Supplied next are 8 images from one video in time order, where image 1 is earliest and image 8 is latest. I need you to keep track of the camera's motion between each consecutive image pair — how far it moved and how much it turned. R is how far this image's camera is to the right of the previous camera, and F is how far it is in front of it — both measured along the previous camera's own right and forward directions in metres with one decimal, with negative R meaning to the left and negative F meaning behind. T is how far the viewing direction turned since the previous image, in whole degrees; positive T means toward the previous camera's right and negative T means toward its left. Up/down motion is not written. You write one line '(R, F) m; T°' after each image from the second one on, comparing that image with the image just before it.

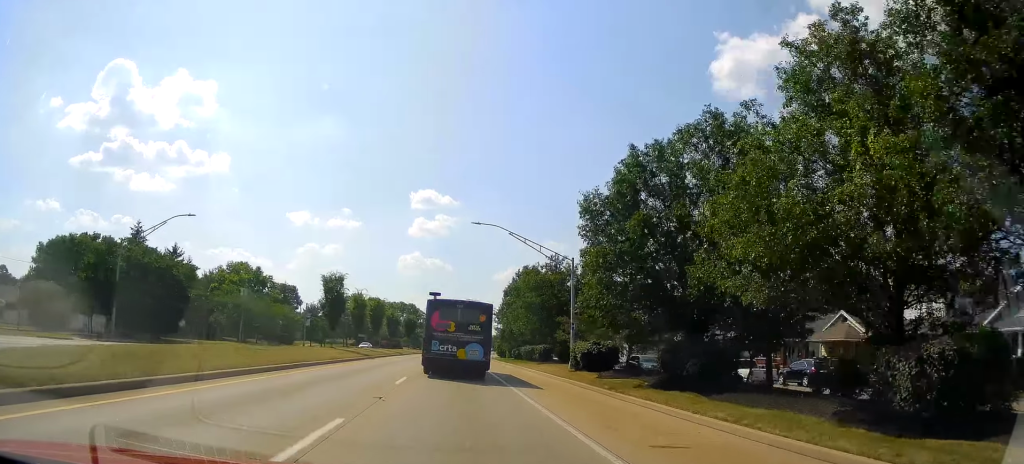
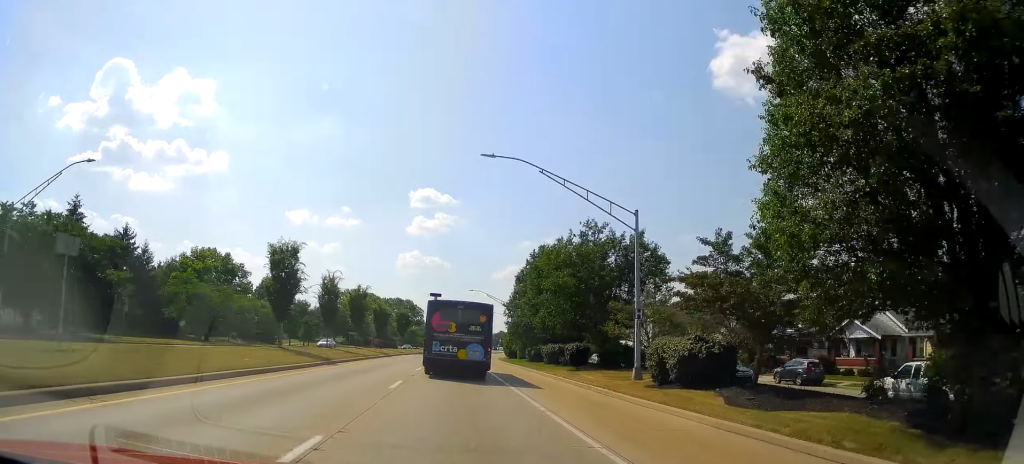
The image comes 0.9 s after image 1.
(+0.2, +14.1) m; +1°
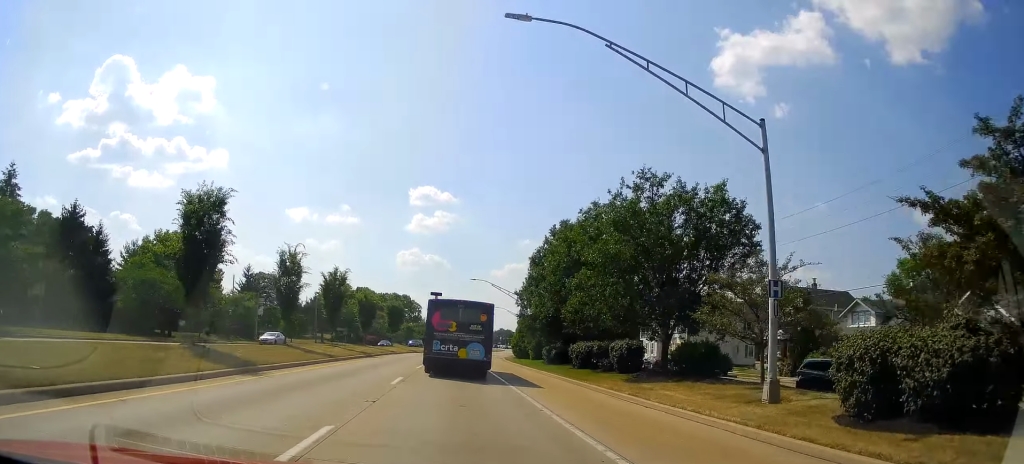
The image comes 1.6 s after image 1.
(+0.1, +11.3) m; +1°
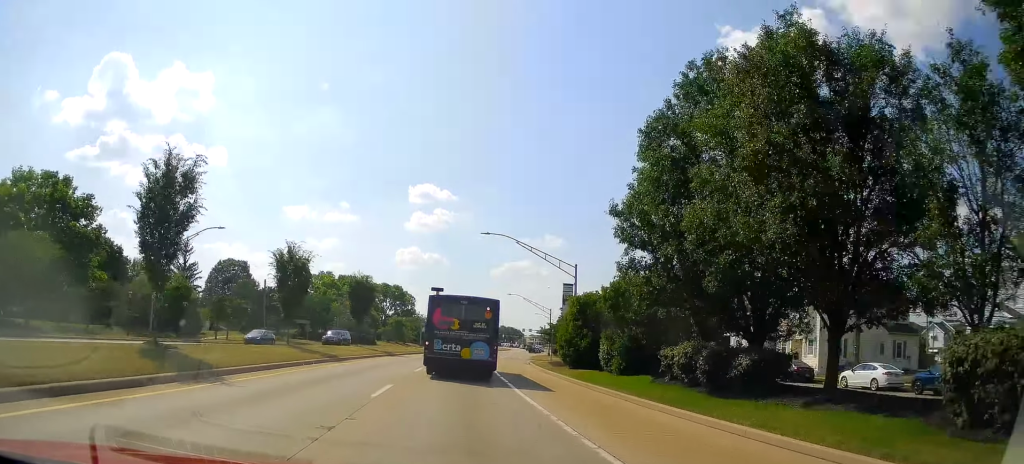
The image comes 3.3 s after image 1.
(0.0, +27.6) m; 0°
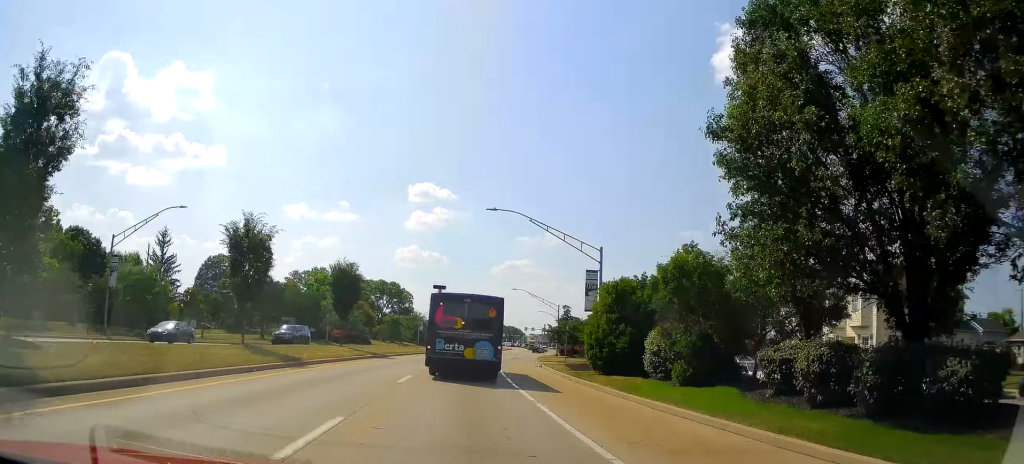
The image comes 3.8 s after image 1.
(-0.1, +6.9) m; 0°
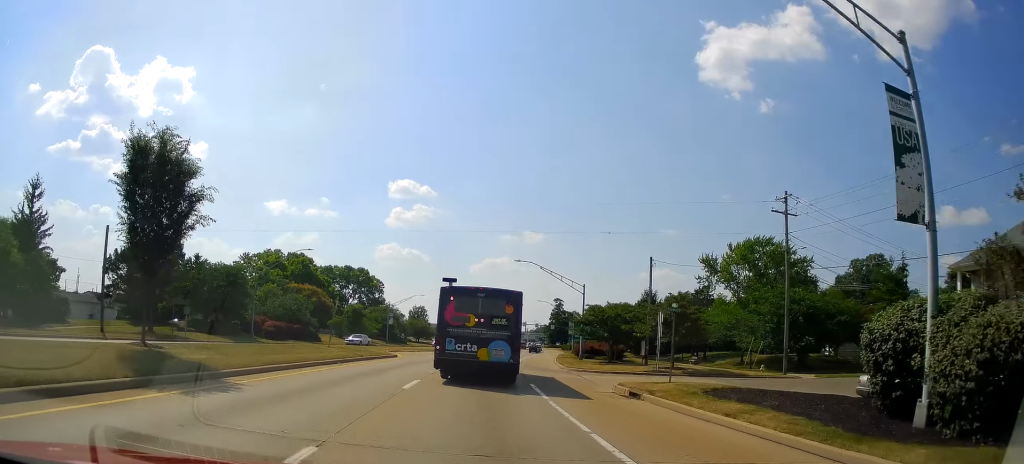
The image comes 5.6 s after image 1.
(+0.1, +25.6) m; +2°
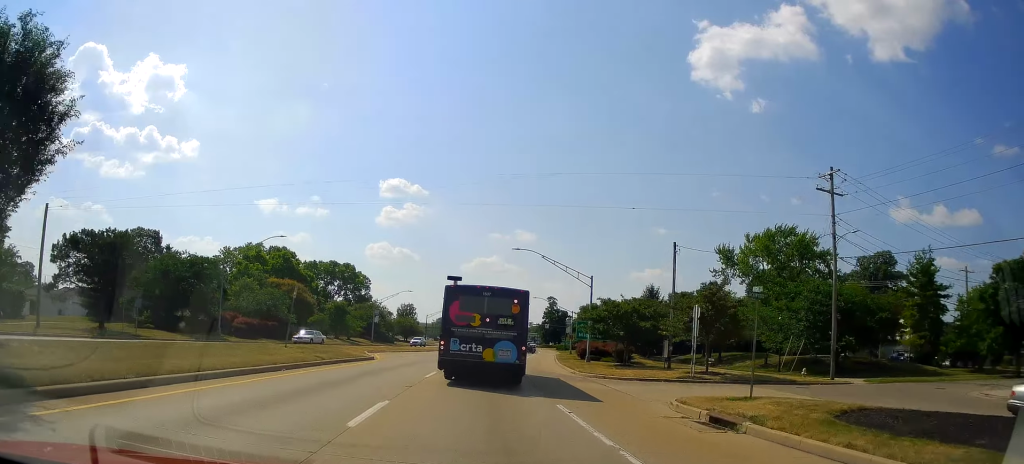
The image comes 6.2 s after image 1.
(+0.1, +6.9) m; +1°
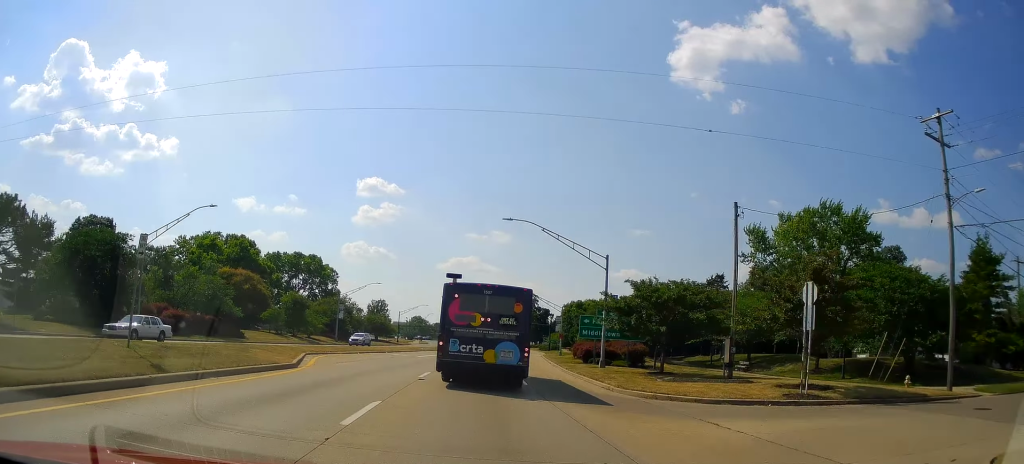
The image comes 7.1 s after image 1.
(+0.1, +11.6) m; +2°
